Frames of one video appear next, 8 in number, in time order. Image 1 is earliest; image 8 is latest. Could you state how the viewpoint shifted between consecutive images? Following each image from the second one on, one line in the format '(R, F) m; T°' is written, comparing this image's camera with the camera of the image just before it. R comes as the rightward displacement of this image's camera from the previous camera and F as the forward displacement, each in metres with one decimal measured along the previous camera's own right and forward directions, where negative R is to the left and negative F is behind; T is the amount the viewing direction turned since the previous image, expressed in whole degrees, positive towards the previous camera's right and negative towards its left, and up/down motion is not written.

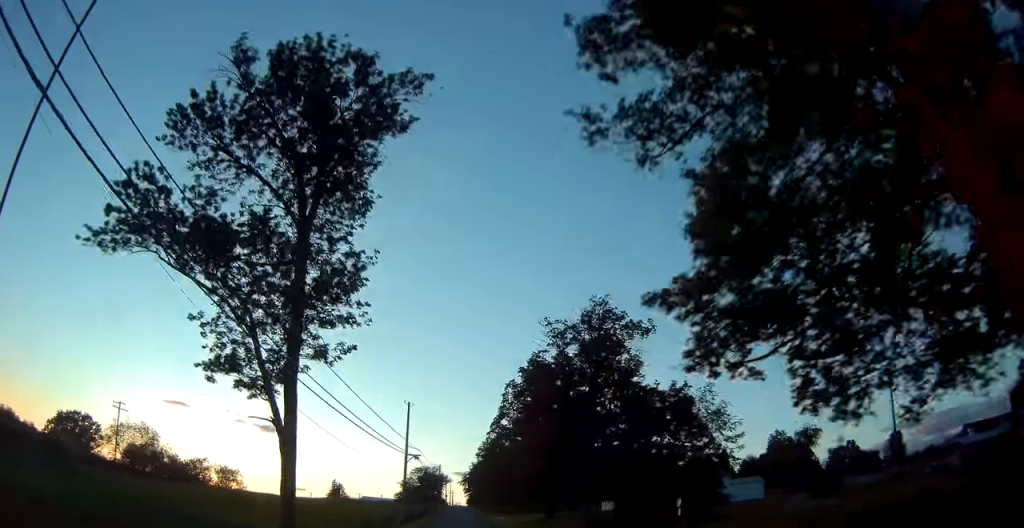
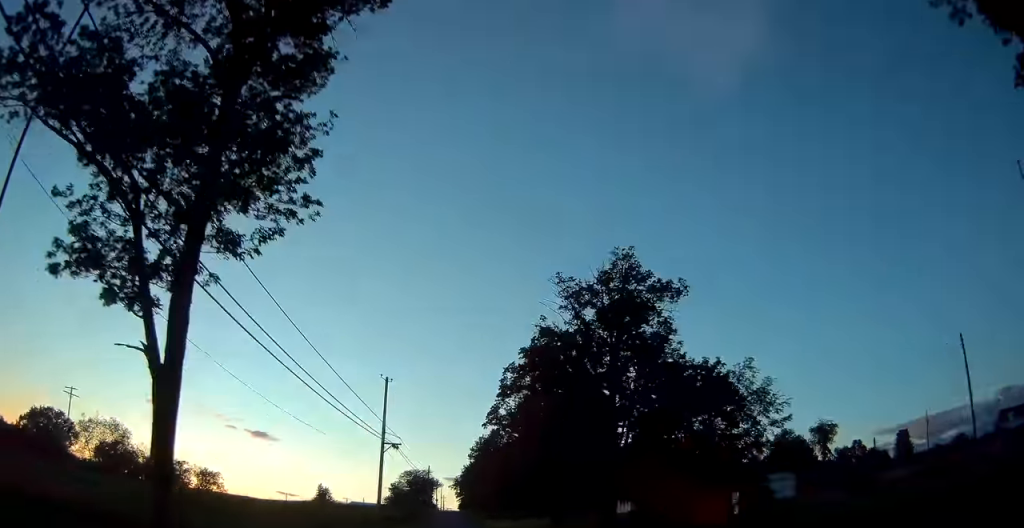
(0.0, +9.7) m; +1°
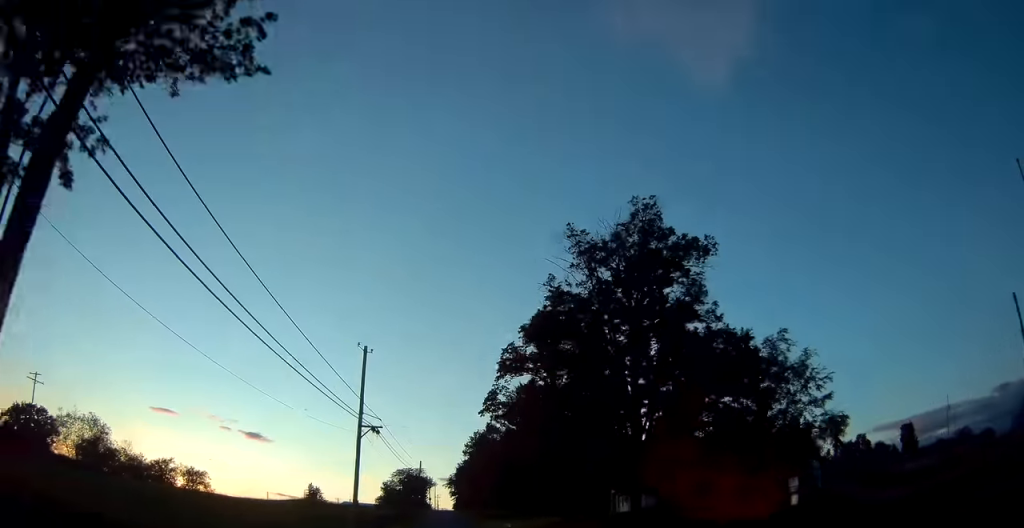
(-0.1, +6.4) m; +1°
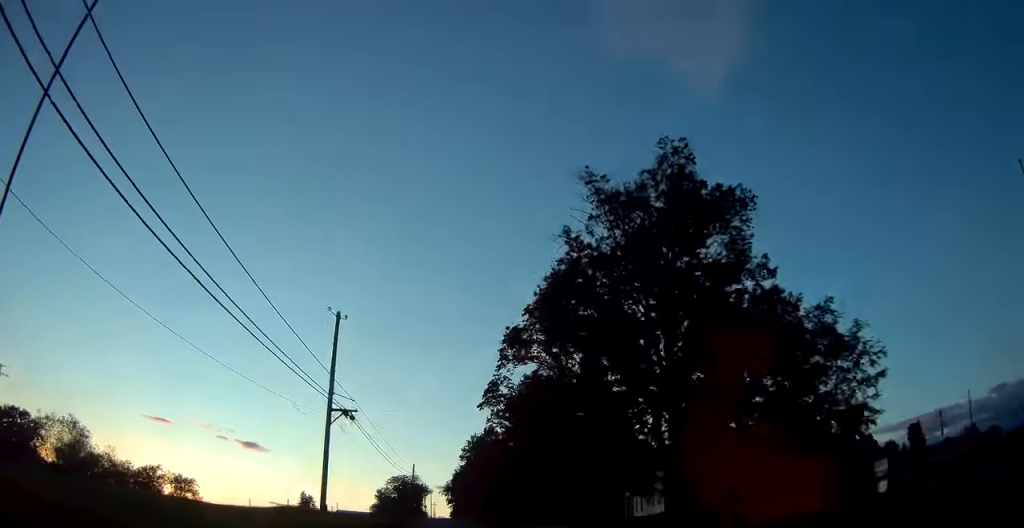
(+0.2, +6.4) m; 0°
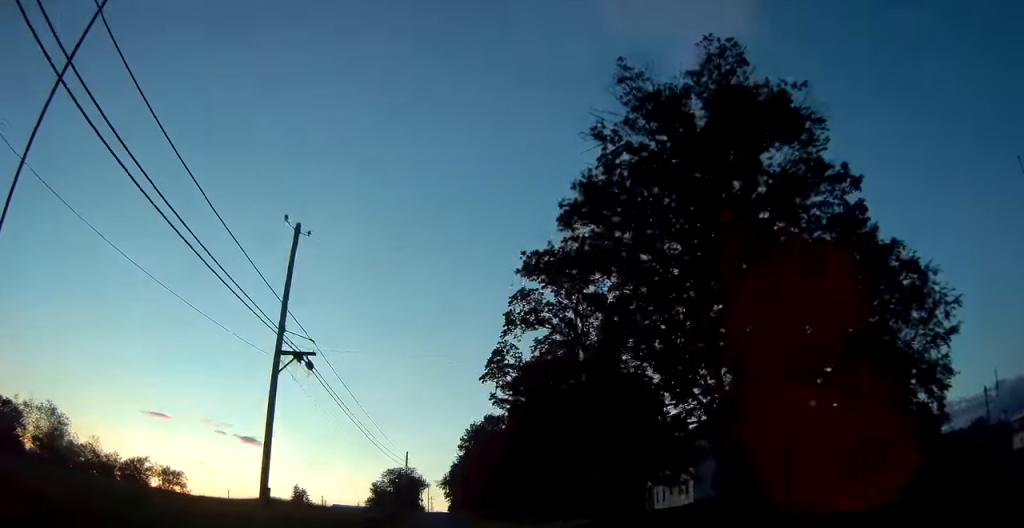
(+0.2, +6.9) m; 0°
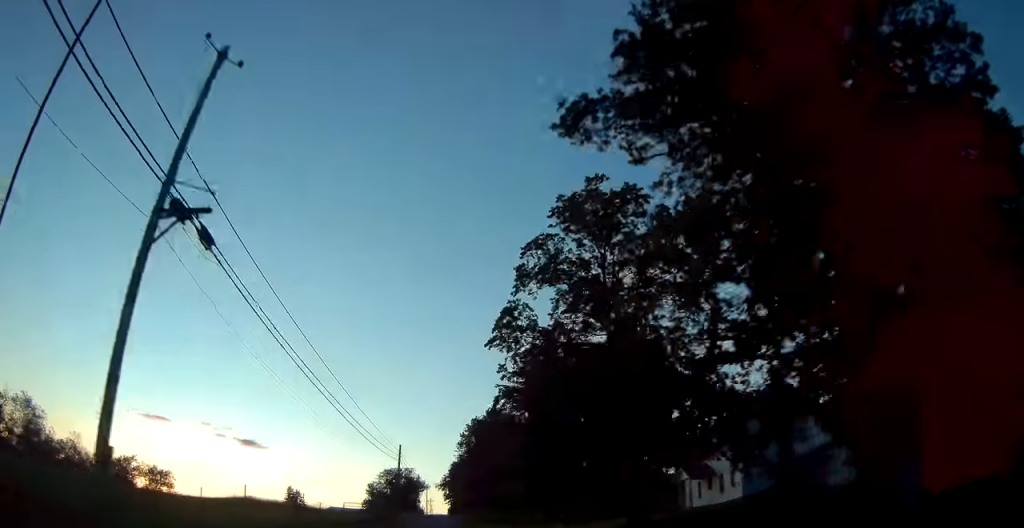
(0.0, +7.9) m; 0°
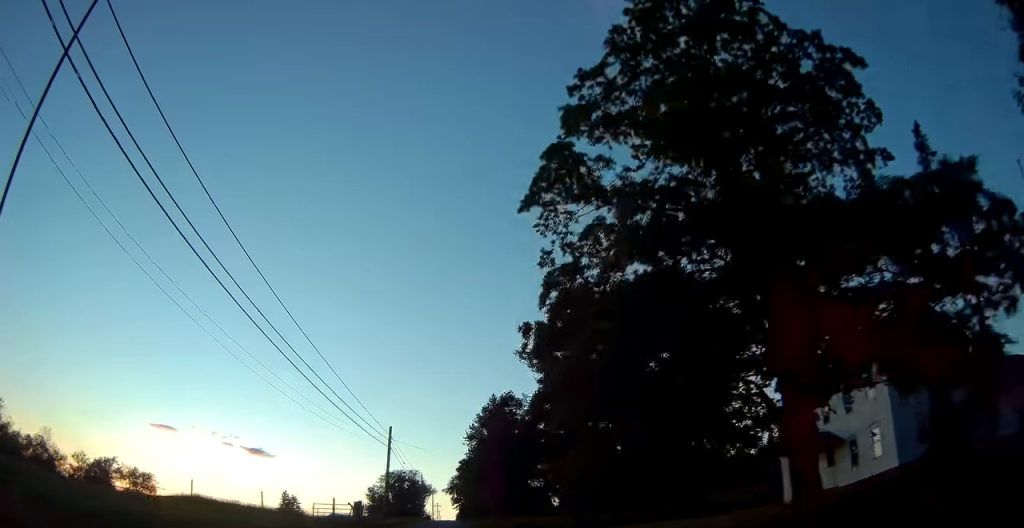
(-0.1, +14.0) m; 0°
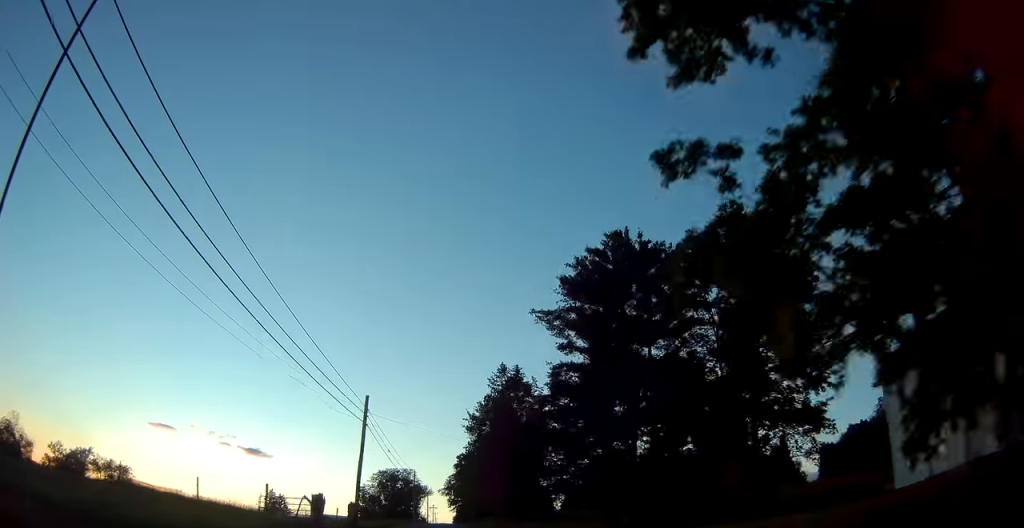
(0.0, +10.3) m; 0°
